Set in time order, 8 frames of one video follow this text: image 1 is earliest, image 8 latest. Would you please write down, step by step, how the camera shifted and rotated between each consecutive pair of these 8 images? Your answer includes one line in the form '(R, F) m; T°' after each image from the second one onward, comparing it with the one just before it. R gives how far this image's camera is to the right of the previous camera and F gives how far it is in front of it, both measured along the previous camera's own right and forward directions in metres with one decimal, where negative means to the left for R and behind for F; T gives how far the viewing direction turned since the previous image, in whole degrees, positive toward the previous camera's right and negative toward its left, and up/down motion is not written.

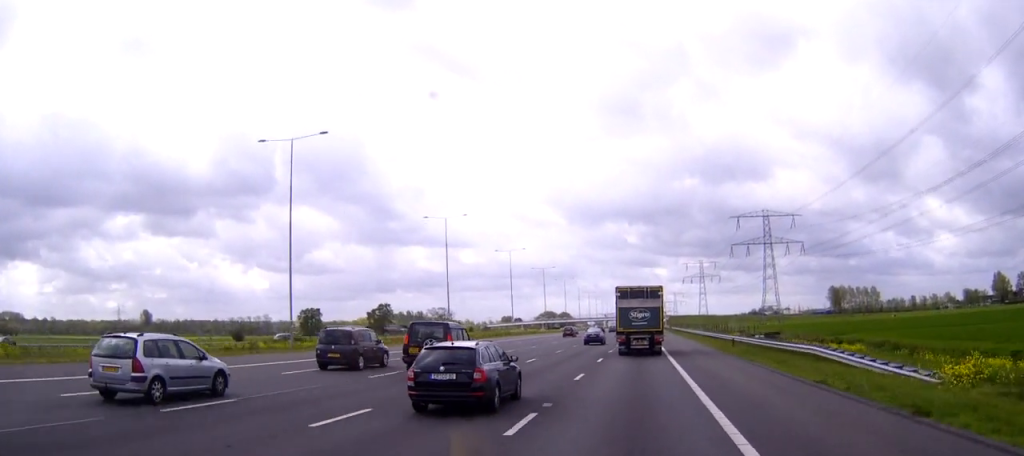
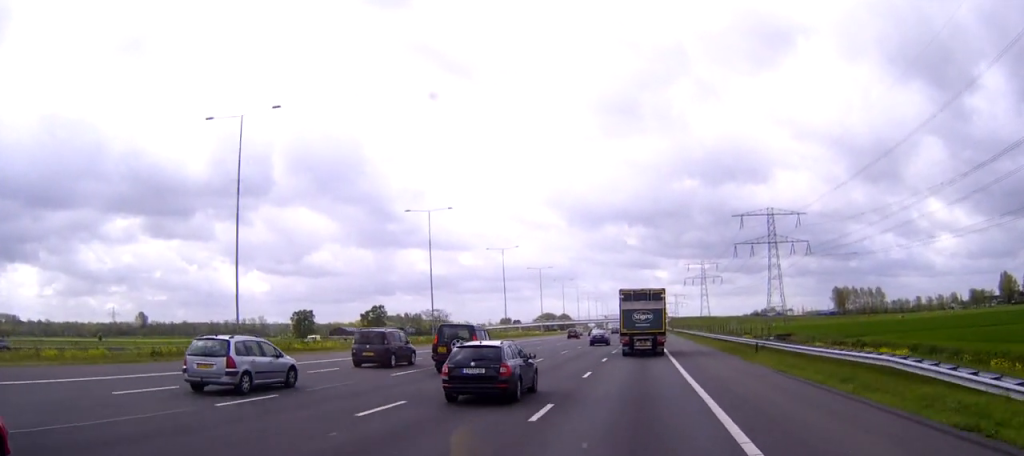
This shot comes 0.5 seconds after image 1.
(0.0, +9.9) m; 0°
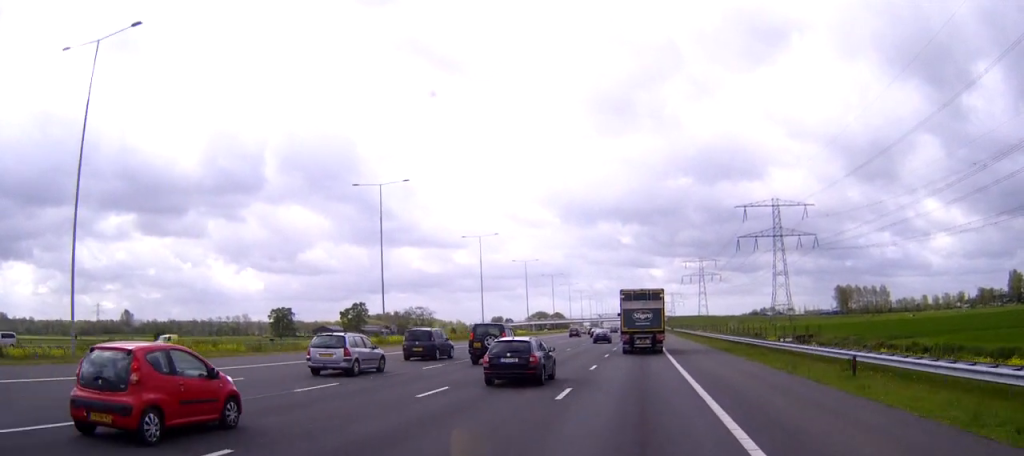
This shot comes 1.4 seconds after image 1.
(0.0, +19.9) m; 0°
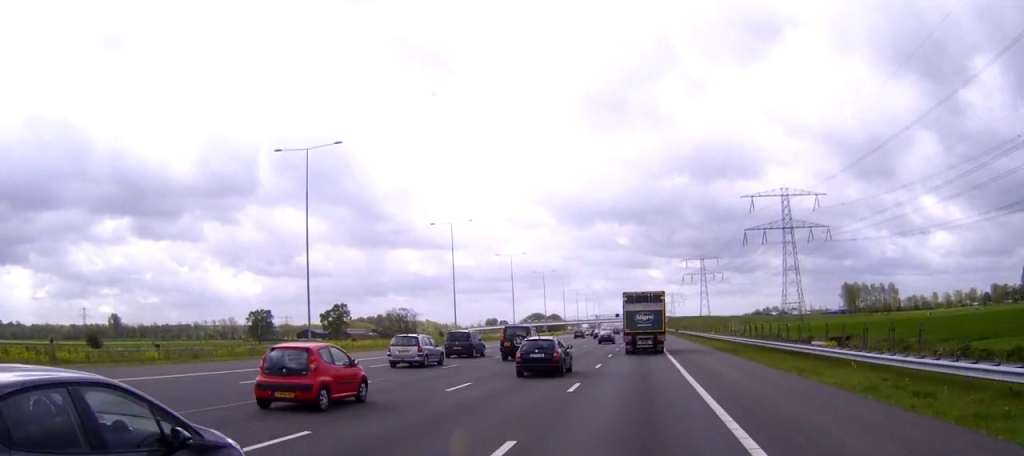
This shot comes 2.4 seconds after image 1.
(0.0, +21.3) m; 0°
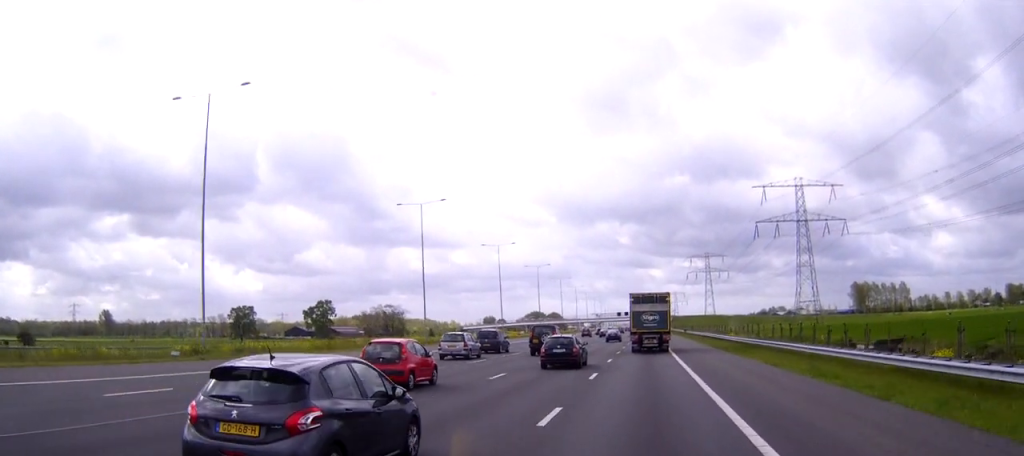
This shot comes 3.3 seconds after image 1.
(0.0, +19.2) m; 0°
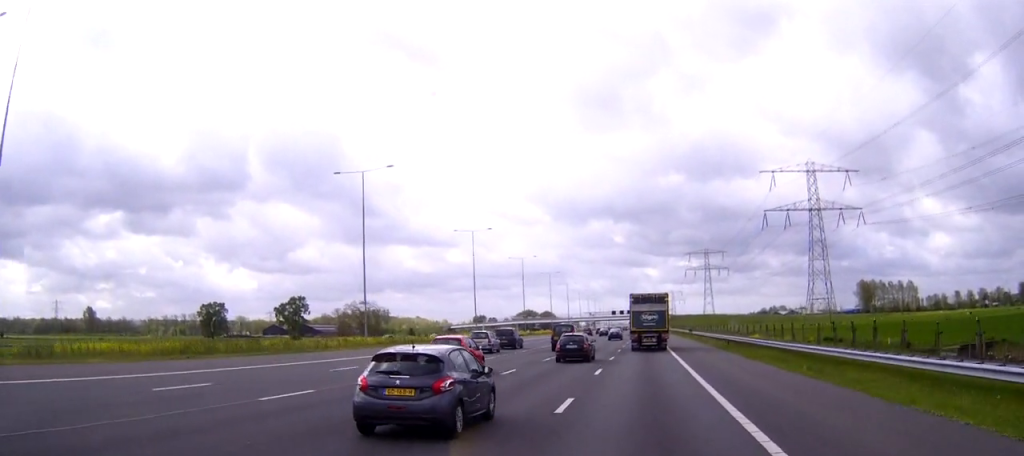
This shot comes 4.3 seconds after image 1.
(0.0, +22.0) m; 0°
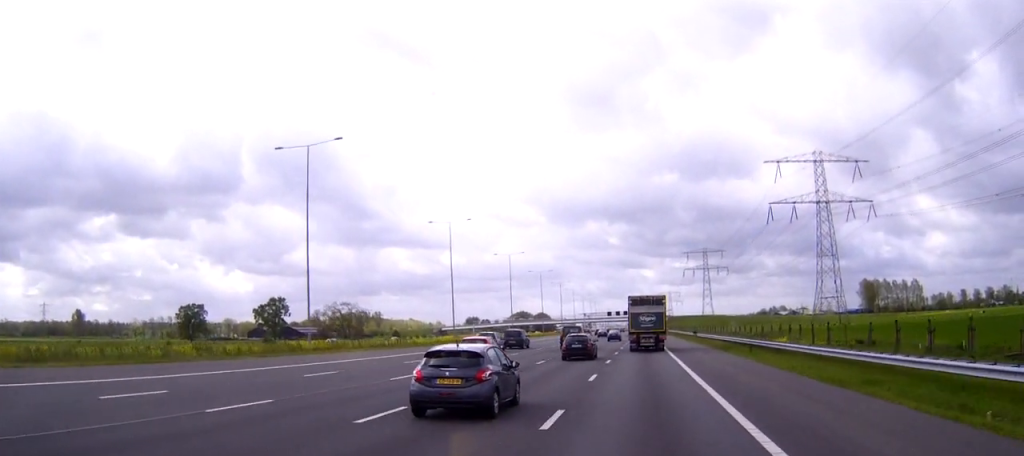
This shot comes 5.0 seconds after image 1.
(0.0, +14.2) m; 0°
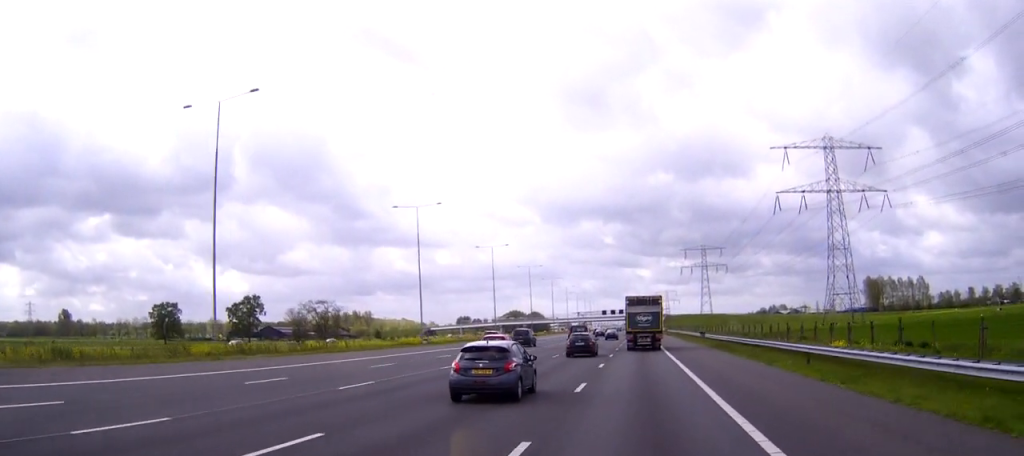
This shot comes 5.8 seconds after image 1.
(0.0, +16.3) m; 0°
